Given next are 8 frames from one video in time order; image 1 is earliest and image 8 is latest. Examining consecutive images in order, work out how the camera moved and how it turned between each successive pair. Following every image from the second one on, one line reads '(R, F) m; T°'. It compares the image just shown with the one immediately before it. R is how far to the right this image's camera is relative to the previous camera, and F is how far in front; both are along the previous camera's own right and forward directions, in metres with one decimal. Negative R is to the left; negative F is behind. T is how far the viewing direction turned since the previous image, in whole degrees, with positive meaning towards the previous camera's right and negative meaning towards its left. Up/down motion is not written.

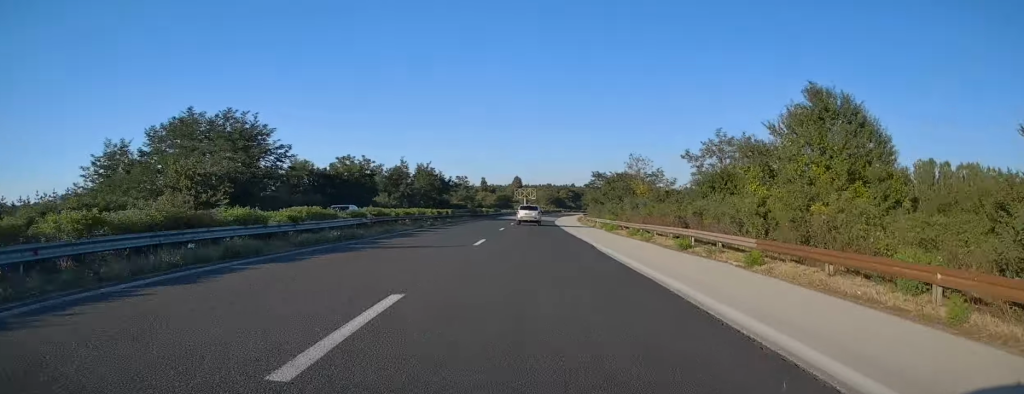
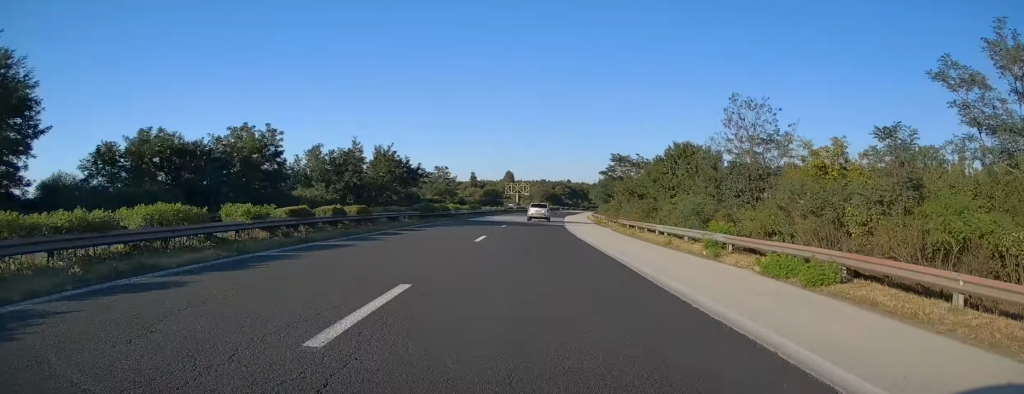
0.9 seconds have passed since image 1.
(+0.2, +31.2) m; +1°
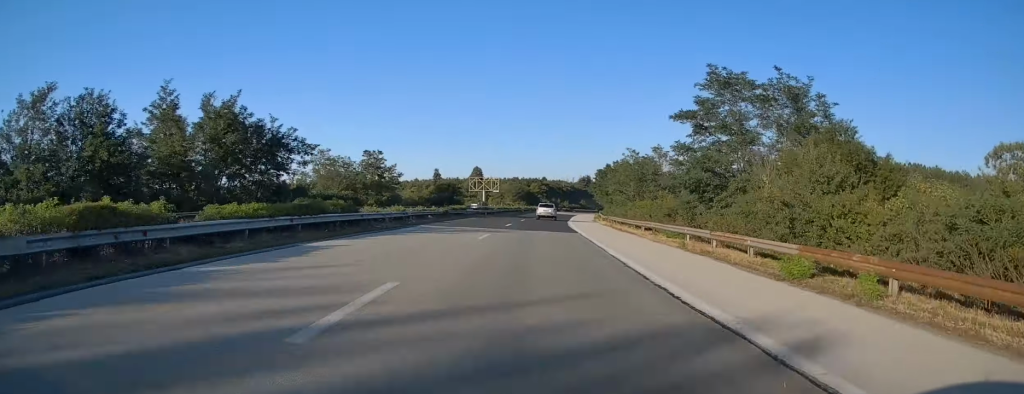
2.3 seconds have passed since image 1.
(+0.8, +47.5) m; +3°
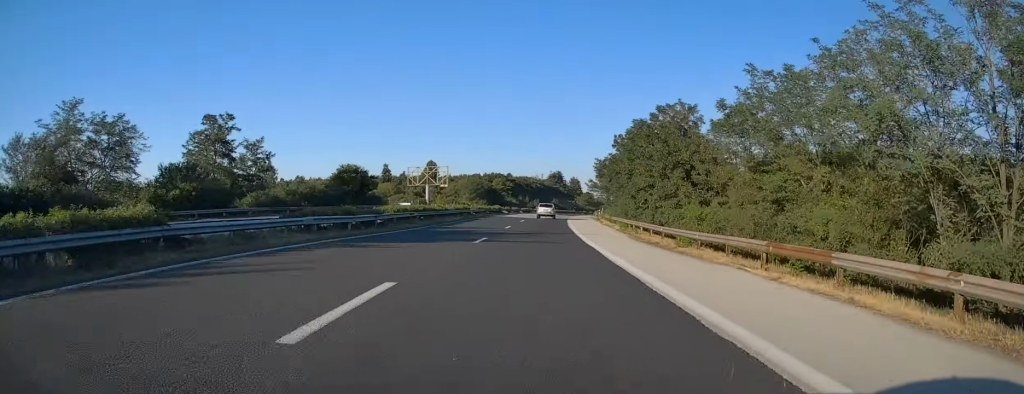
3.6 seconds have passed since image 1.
(+1.5, +48.1) m; +3°
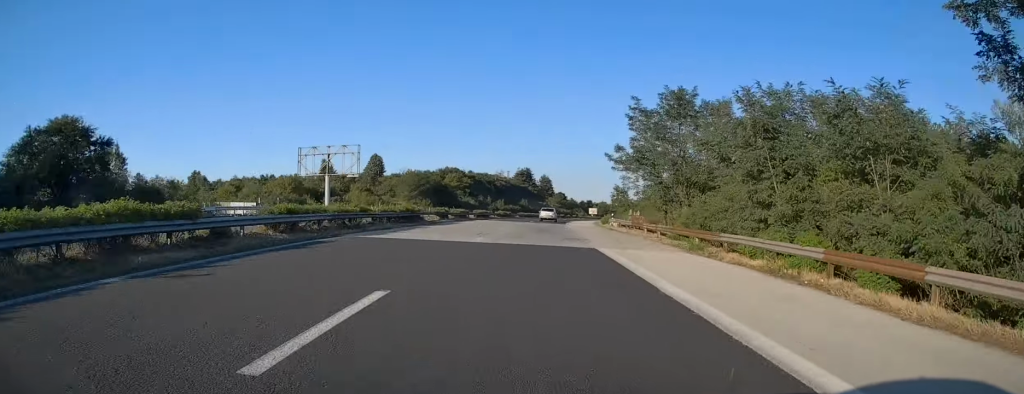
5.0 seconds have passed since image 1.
(+0.7, +48.7) m; +2°
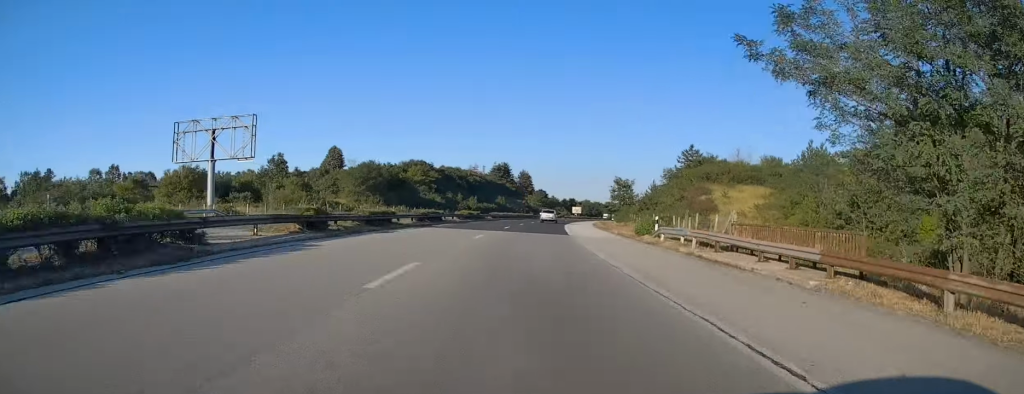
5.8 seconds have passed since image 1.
(+0.6, +27.3) m; +2°
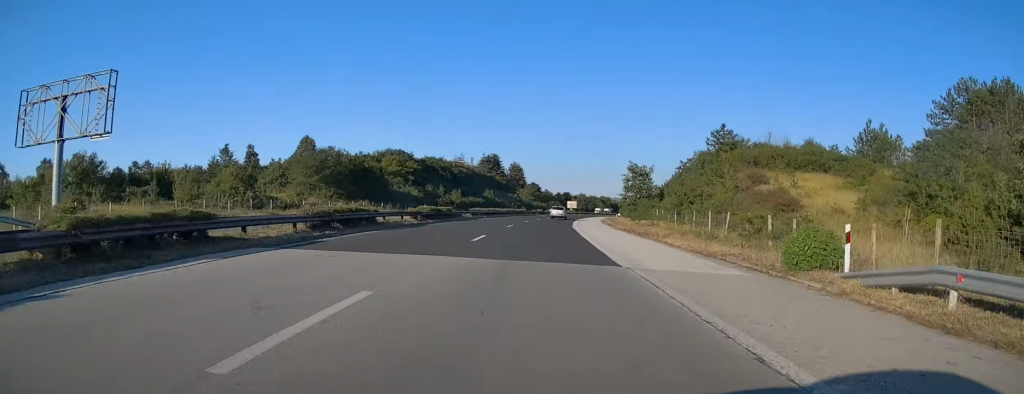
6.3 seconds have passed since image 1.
(+0.2, +20.2) m; +1°
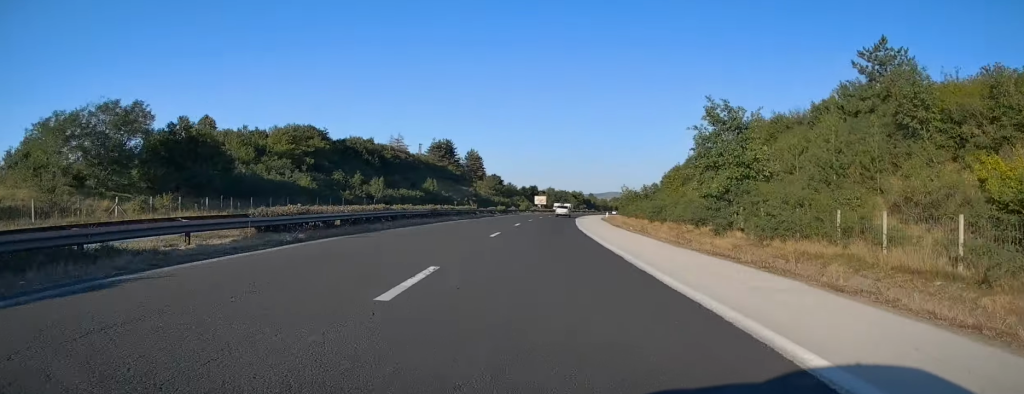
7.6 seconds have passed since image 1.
(+1.1, +45.2) m; +3°
